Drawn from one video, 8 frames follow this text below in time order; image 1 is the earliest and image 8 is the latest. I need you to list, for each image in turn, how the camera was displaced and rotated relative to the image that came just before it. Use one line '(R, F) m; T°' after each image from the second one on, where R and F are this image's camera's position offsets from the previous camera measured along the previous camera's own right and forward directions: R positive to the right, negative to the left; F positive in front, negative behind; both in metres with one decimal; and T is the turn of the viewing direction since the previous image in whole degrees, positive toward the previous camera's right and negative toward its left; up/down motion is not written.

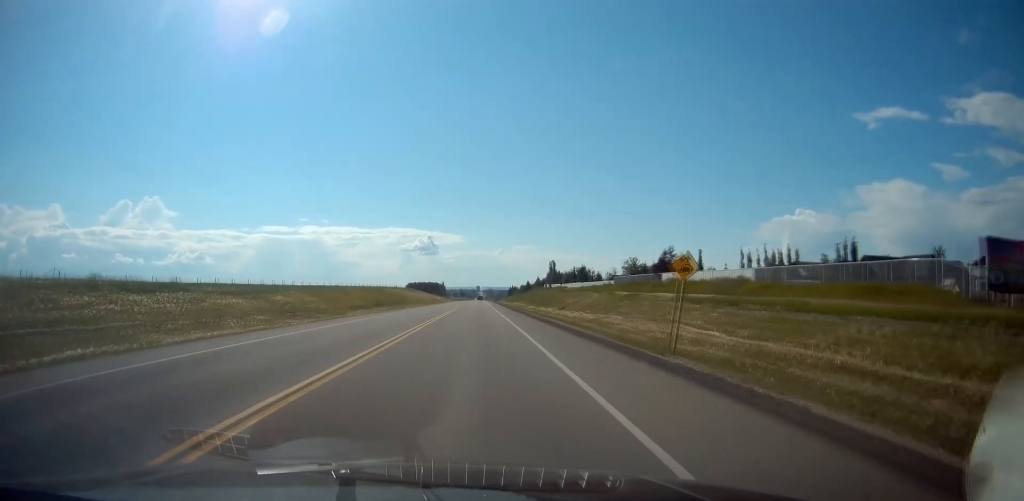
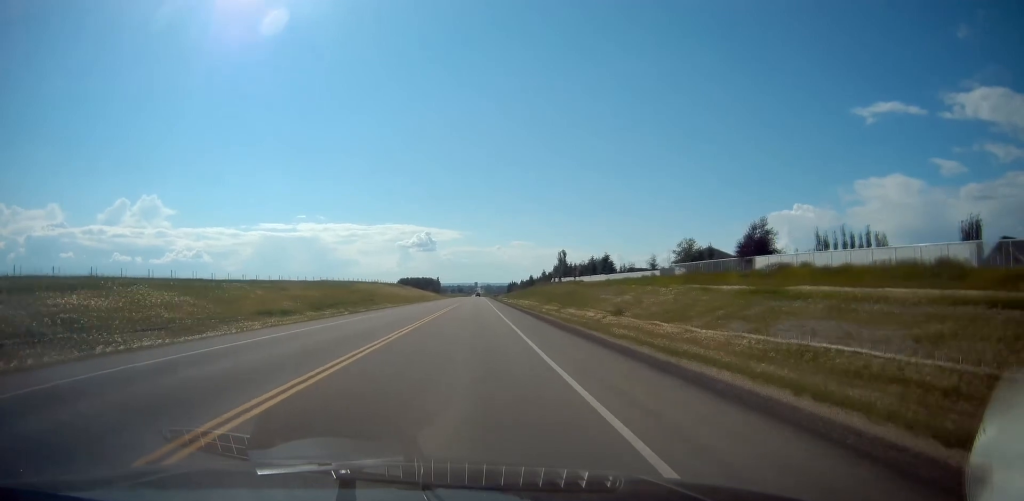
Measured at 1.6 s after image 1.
(+0.5, +31.3) m; +2°
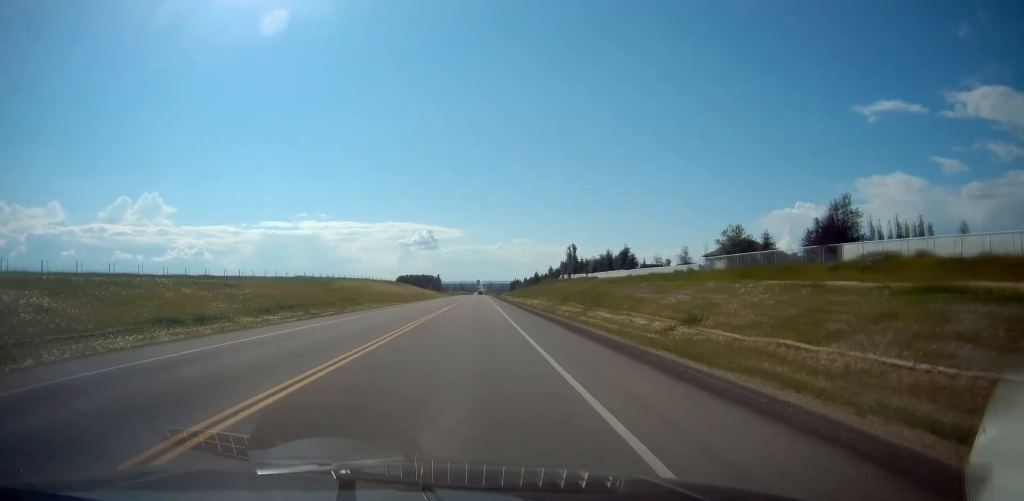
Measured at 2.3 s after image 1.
(0.0, +15.0) m; +1°
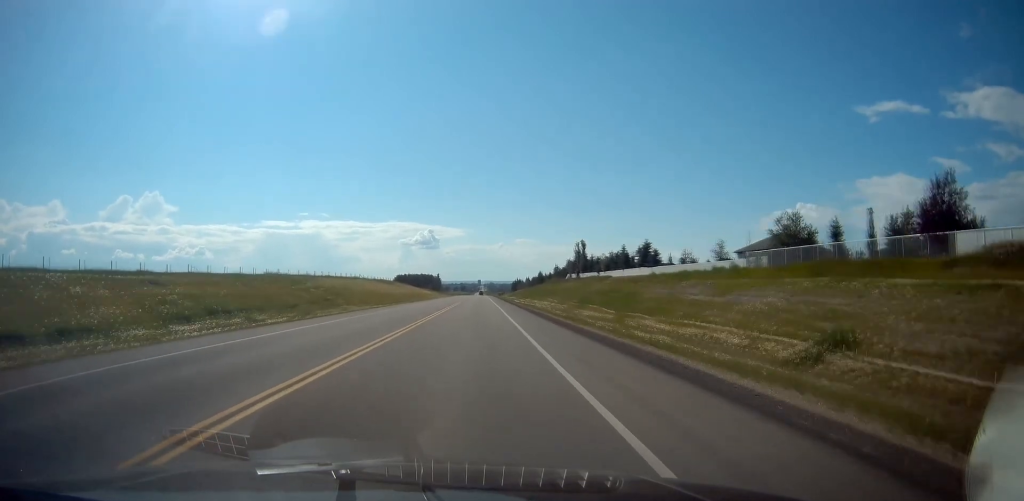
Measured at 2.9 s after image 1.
(+0.3, +13.0) m; 0°
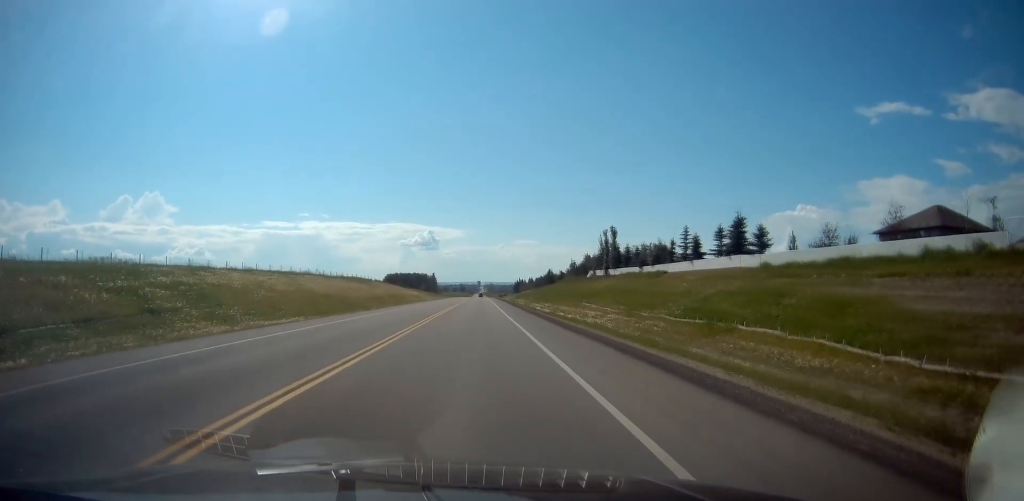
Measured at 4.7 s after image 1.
(-0.5, +35.6) m; -1°
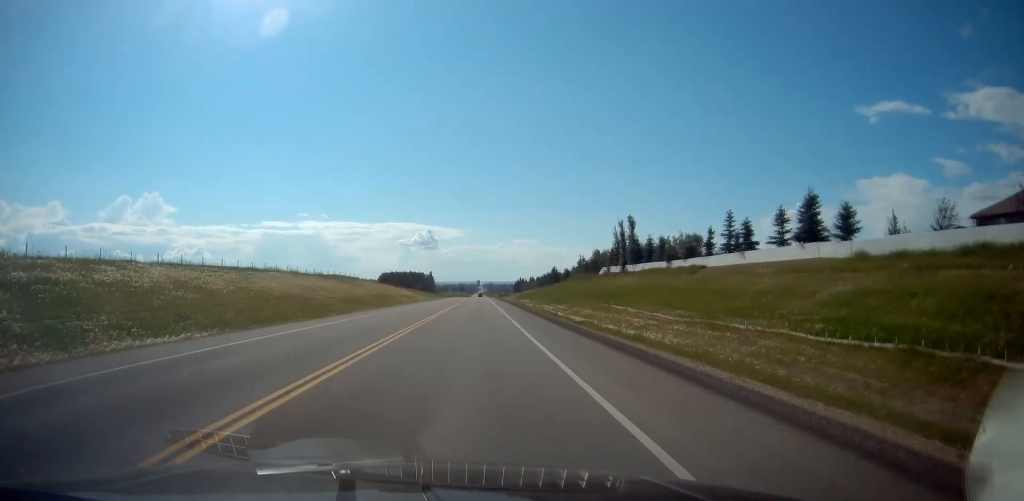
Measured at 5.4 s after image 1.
(0.0, +15.1) m; 0°
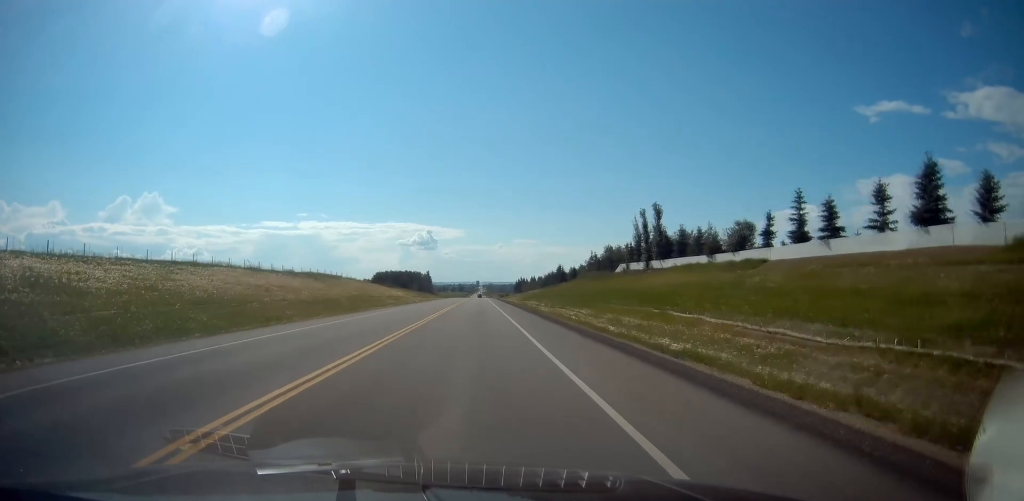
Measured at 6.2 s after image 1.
(0.0, +15.9) m; 0°
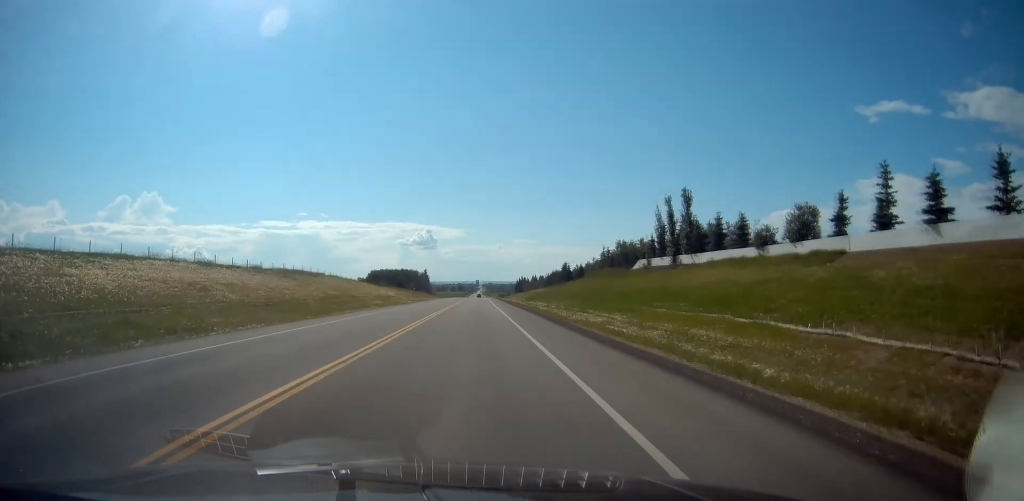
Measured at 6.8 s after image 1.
(0.0, +13.2) m; 0°
